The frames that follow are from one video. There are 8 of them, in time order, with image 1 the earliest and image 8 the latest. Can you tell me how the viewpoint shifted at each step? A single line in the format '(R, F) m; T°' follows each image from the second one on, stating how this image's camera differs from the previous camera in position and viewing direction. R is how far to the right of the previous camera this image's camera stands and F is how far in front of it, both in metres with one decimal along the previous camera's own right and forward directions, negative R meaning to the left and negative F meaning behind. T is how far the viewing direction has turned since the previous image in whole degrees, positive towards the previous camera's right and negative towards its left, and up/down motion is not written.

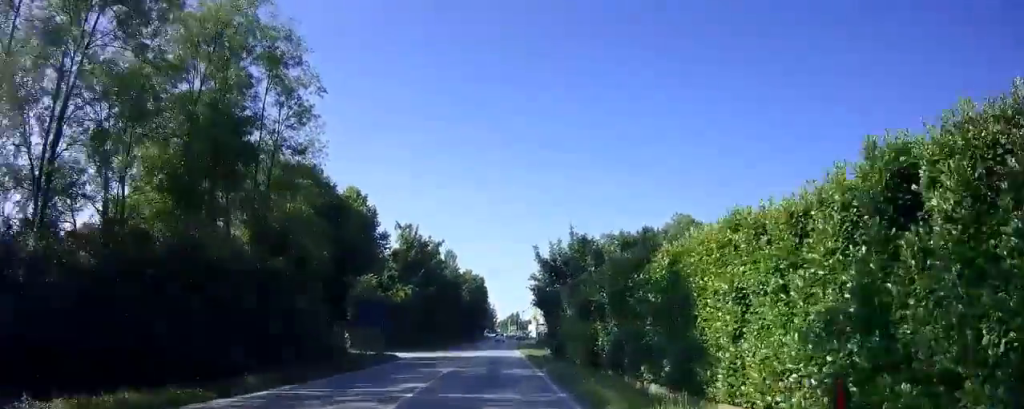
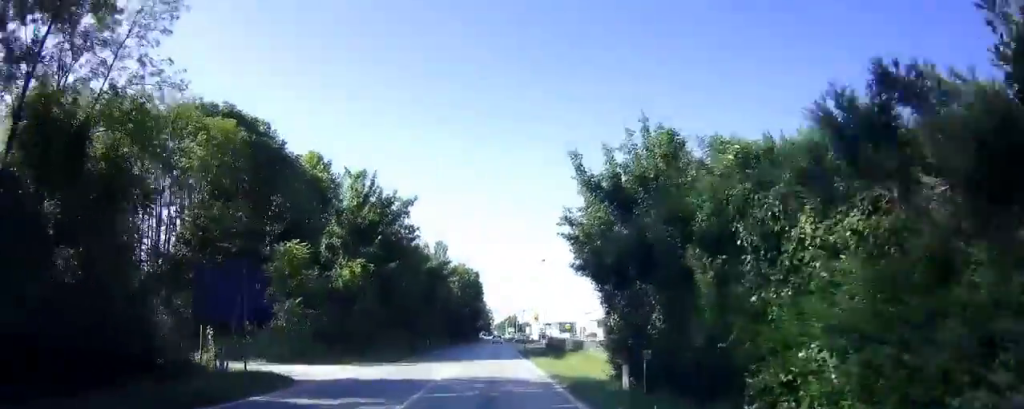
(0.0, +16.2) m; 0°
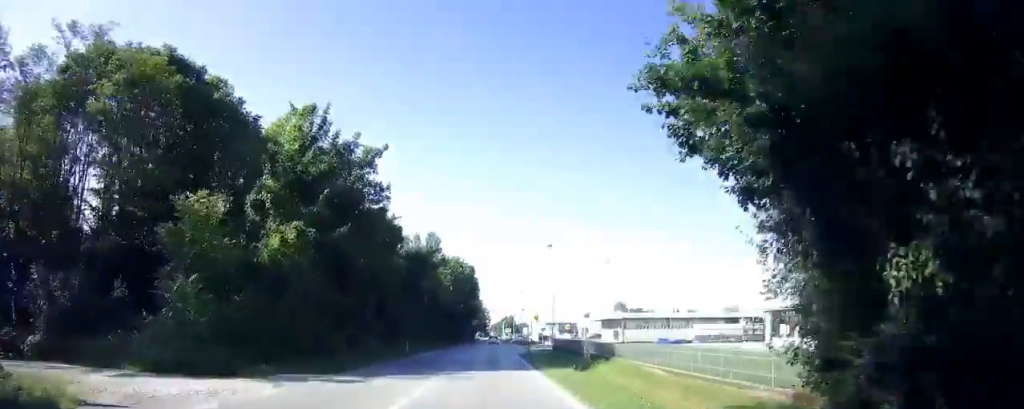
(0.0, +9.3) m; 0°
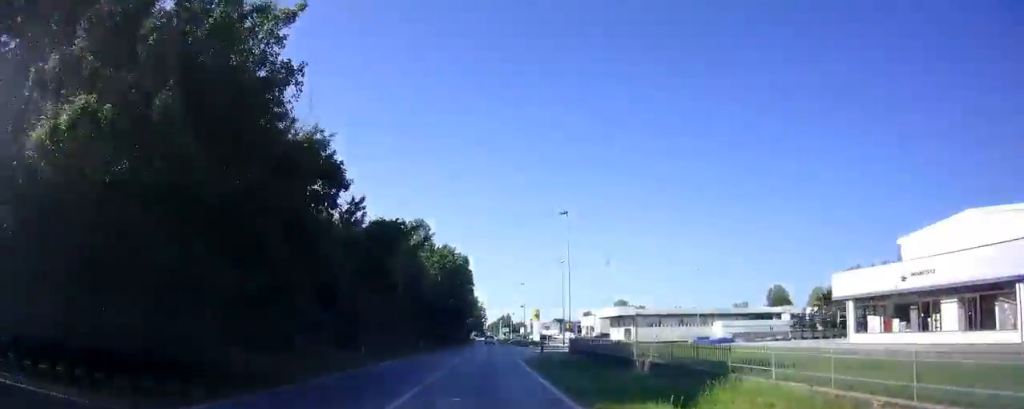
(+0.1, +12.3) m; 0°
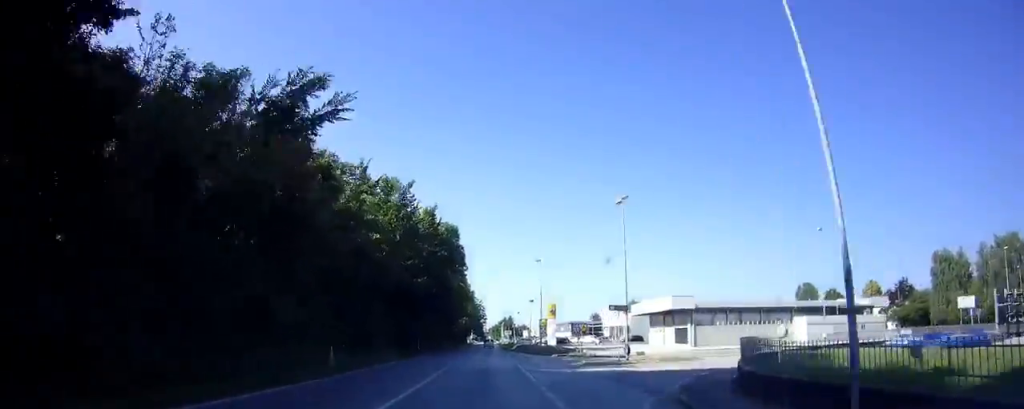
(-0.1, +26.2) m; -1°
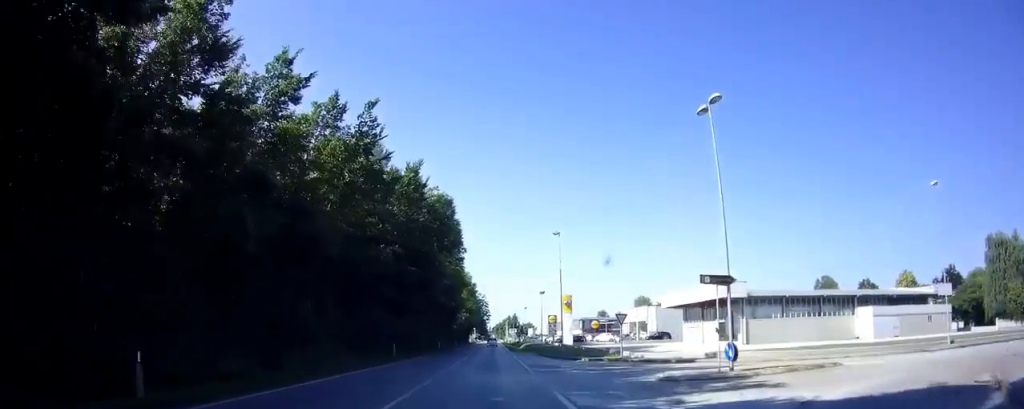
(0.0, +12.7) m; 0°
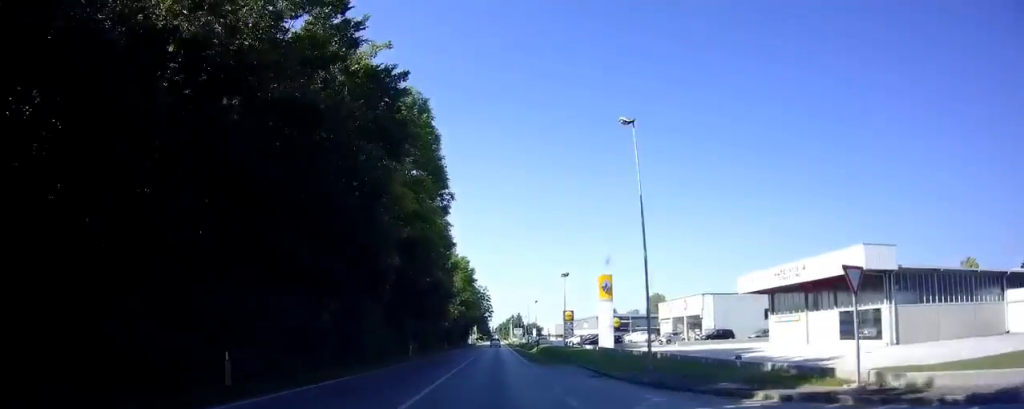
(+0.1, +21.1) m; 0°
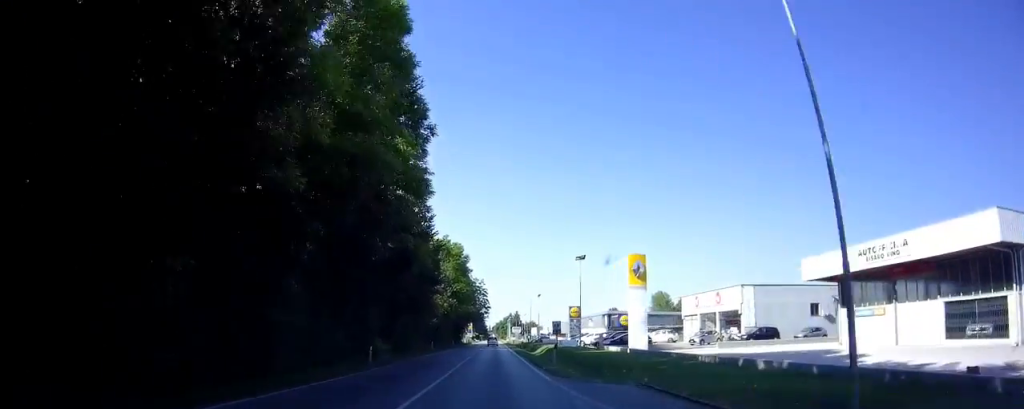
(0.0, +11.5) m; 0°
